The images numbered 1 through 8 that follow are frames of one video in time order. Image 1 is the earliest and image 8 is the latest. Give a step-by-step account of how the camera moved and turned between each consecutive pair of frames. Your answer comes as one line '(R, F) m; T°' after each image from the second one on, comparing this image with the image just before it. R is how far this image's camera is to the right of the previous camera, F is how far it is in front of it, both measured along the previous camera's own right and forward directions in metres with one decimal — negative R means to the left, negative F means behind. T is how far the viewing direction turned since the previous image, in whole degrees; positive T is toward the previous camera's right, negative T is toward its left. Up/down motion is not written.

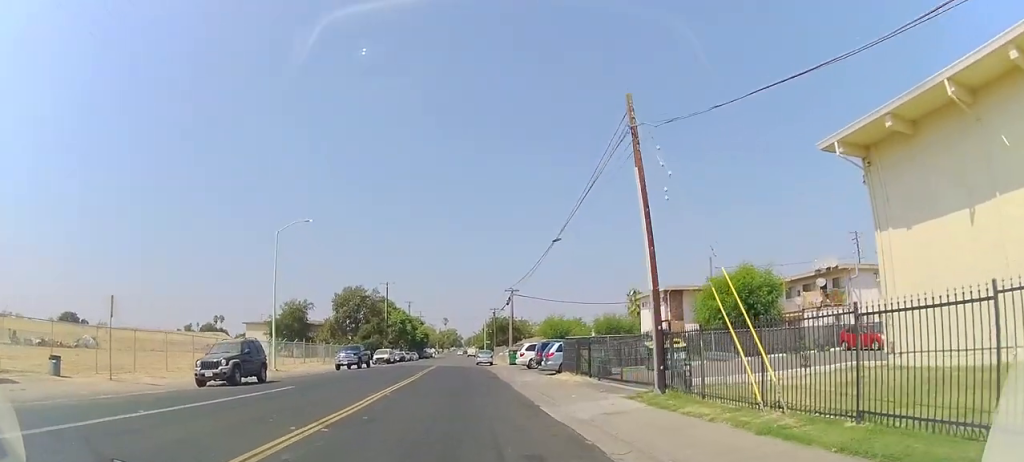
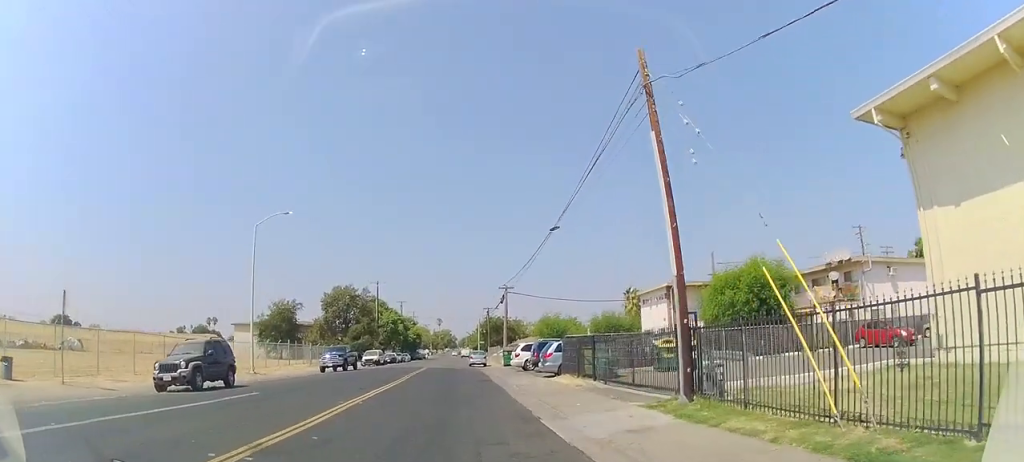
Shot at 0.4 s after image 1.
(+0.2, +2.2) m; +2°
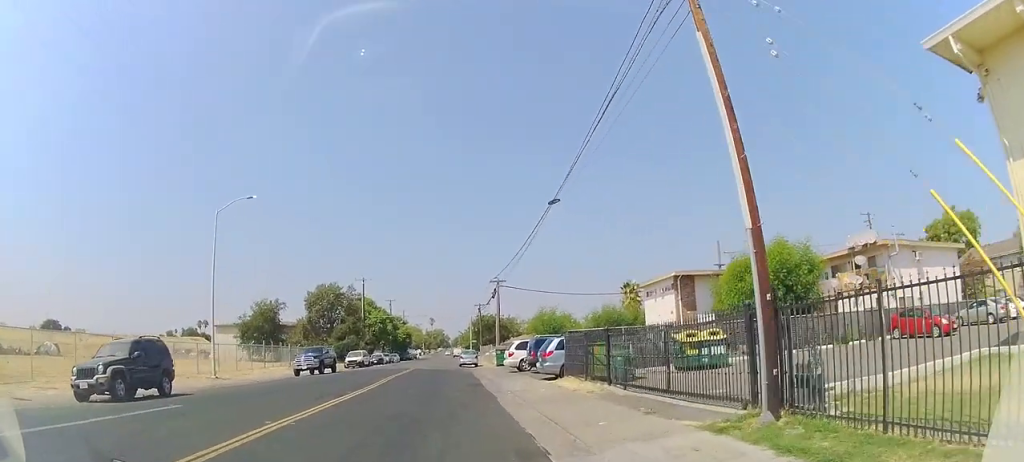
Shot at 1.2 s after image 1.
(+0.2, +3.8) m; +4°
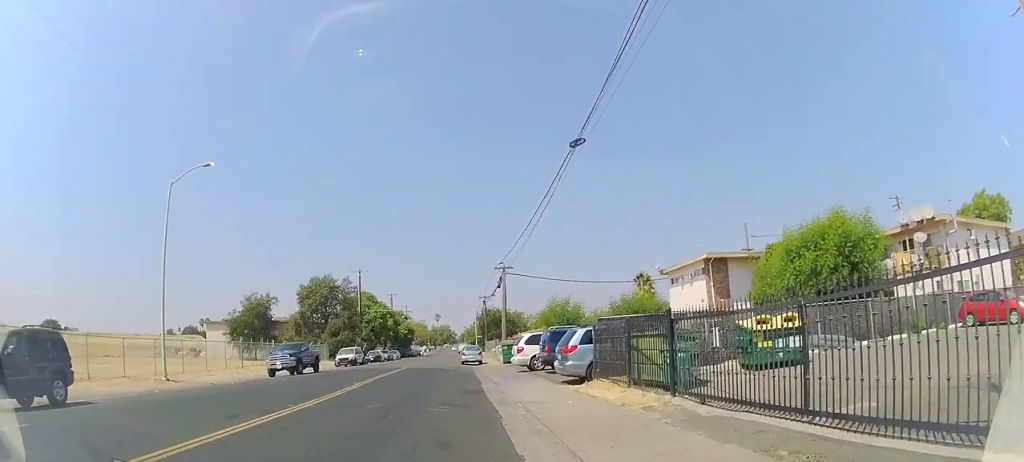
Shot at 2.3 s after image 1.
(0.0, +5.4) m; 0°
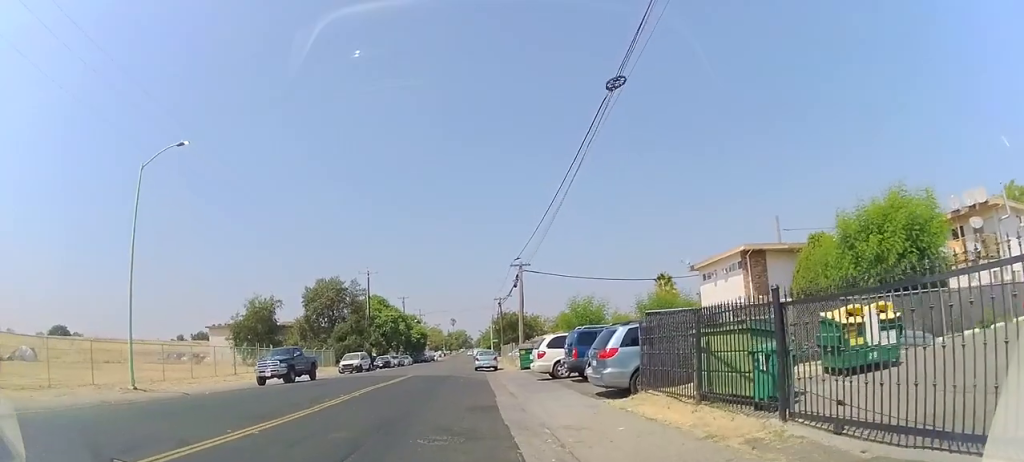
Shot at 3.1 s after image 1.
(+0.1, +3.8) m; -5°
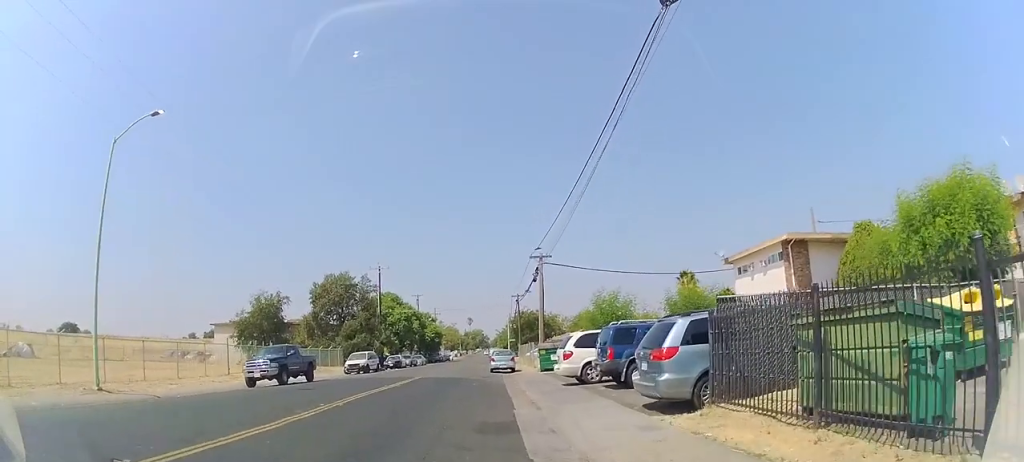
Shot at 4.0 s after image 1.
(-0.4, +3.3) m; -6°
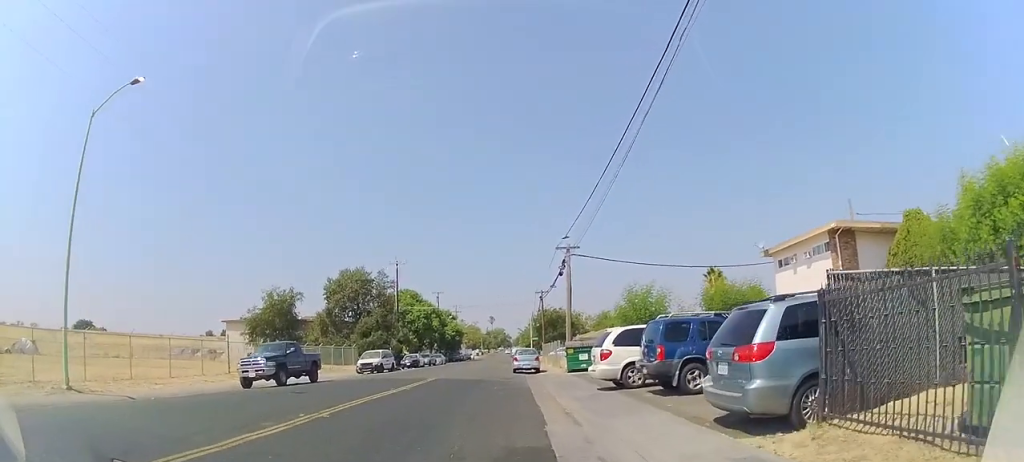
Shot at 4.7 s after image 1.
(0.0, +2.7) m; -1°
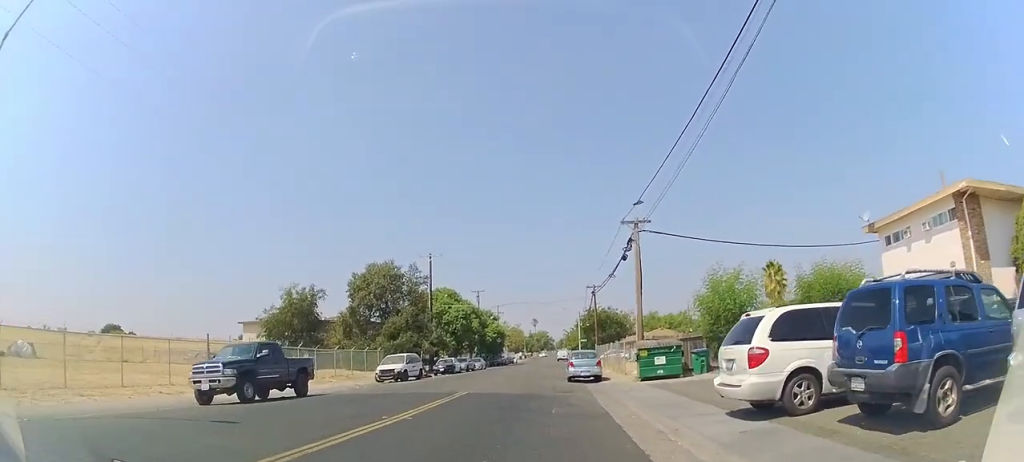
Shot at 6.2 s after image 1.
(0.0, +6.3) m; -2°
